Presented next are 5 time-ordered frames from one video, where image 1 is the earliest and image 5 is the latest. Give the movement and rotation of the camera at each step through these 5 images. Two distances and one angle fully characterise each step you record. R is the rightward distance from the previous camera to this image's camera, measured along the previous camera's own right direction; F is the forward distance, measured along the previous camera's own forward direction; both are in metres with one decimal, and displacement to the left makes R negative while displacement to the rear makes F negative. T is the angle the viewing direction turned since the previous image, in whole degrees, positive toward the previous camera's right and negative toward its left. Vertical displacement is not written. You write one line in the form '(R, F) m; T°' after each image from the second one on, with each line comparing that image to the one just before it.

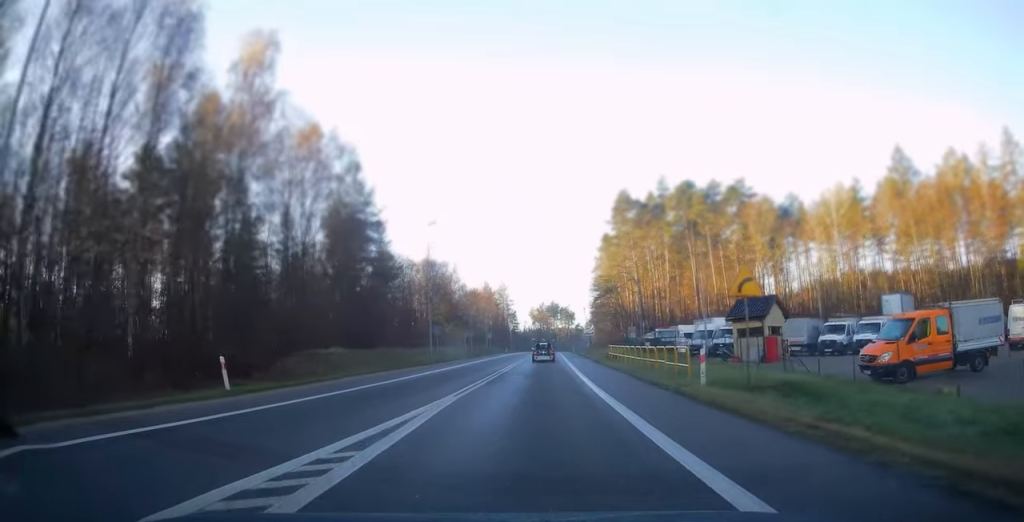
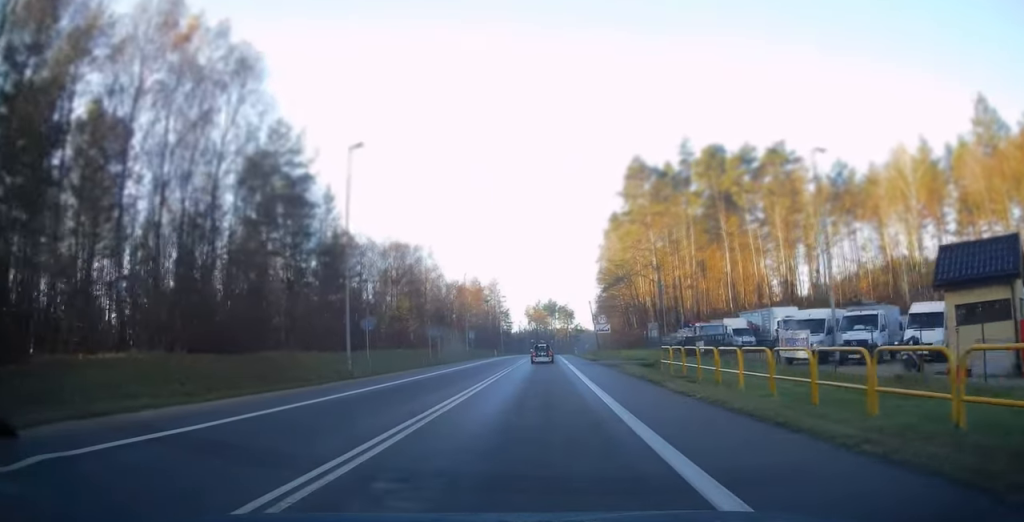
(+0.2, +20.0) m; +1°
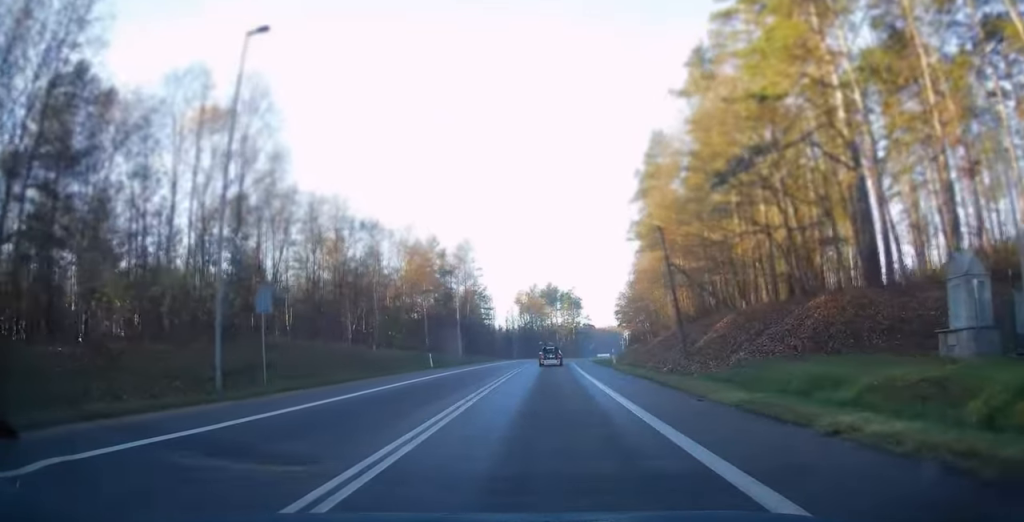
(-0.6, +55.0) m; -1°
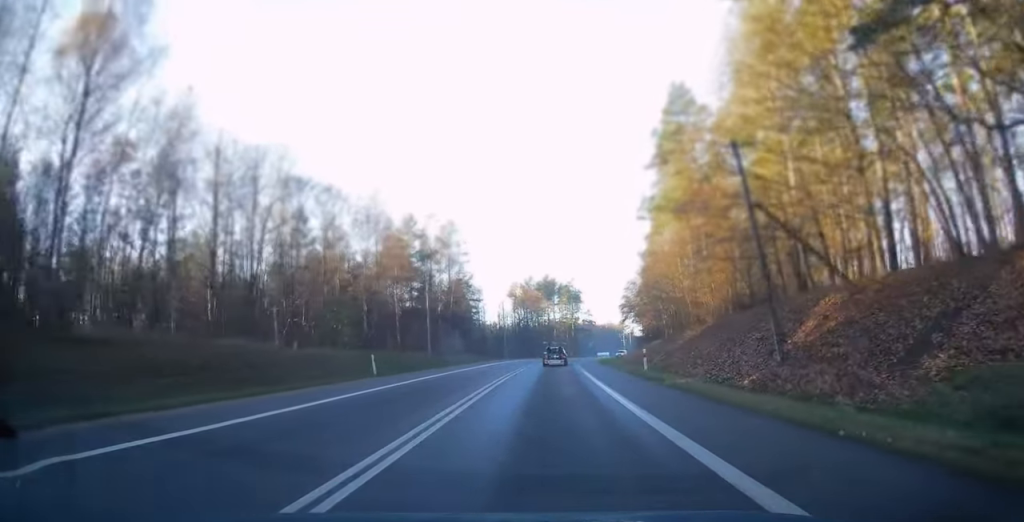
(0.0, +14.1) m; +1°
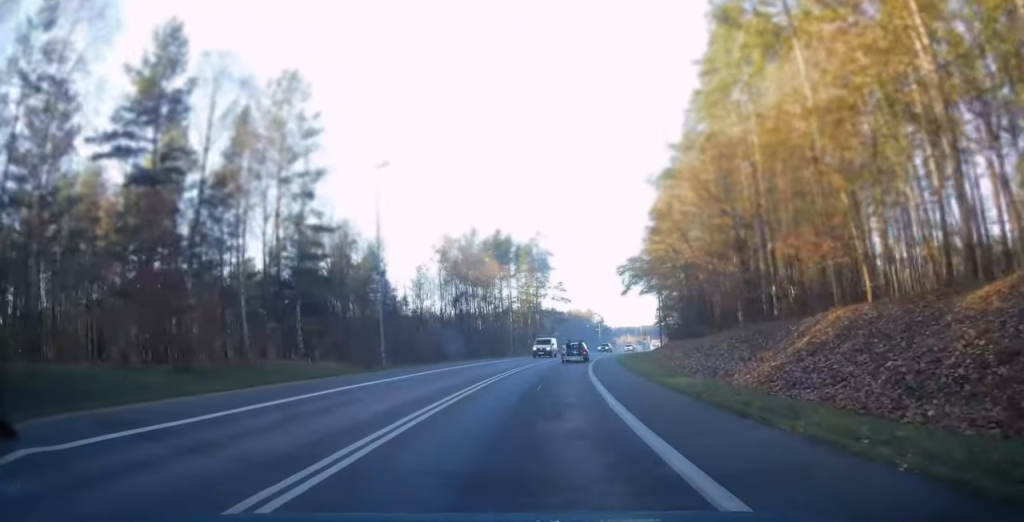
(+1.8, +48.6) m; +4°
